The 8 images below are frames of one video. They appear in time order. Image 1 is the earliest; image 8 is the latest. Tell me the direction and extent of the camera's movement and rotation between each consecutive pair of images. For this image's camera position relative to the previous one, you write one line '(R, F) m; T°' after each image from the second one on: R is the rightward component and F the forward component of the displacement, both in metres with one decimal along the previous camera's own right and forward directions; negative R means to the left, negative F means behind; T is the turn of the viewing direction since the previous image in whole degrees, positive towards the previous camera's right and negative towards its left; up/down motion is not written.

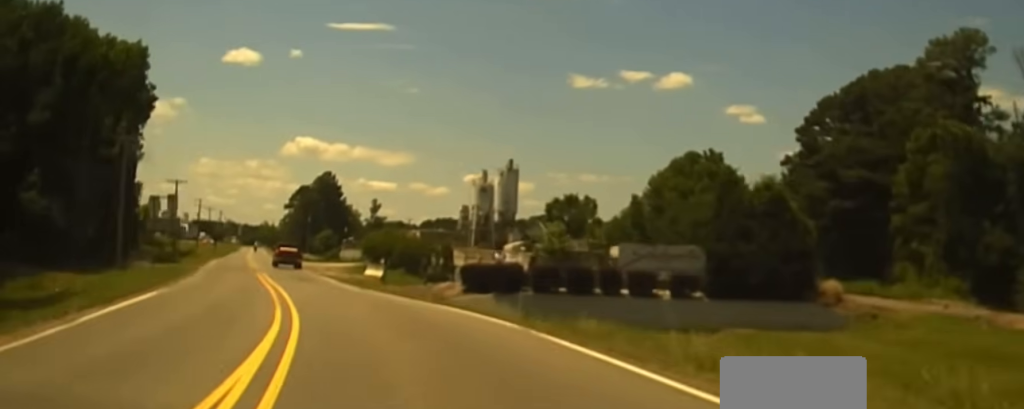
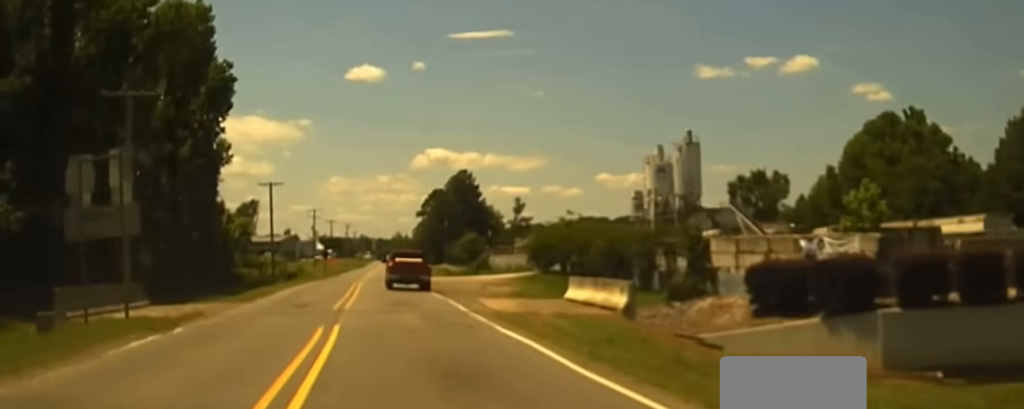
(-2.3, +33.2) m; -8°
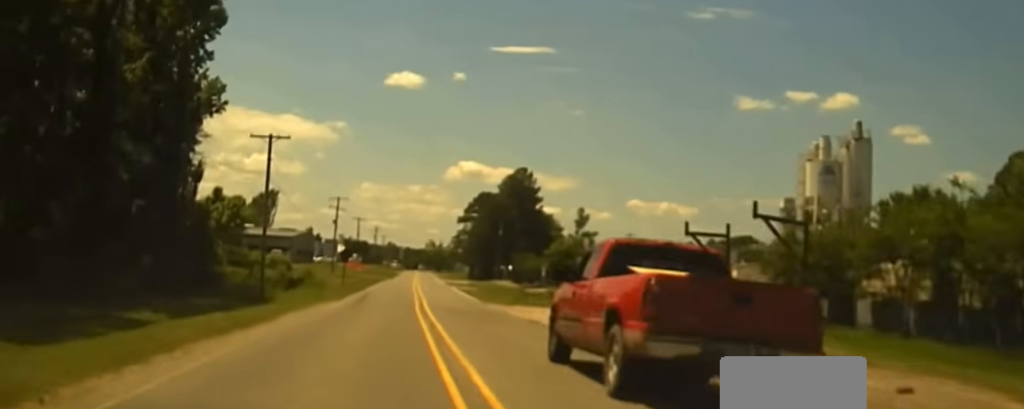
(-2.9, +39.5) m; -3°
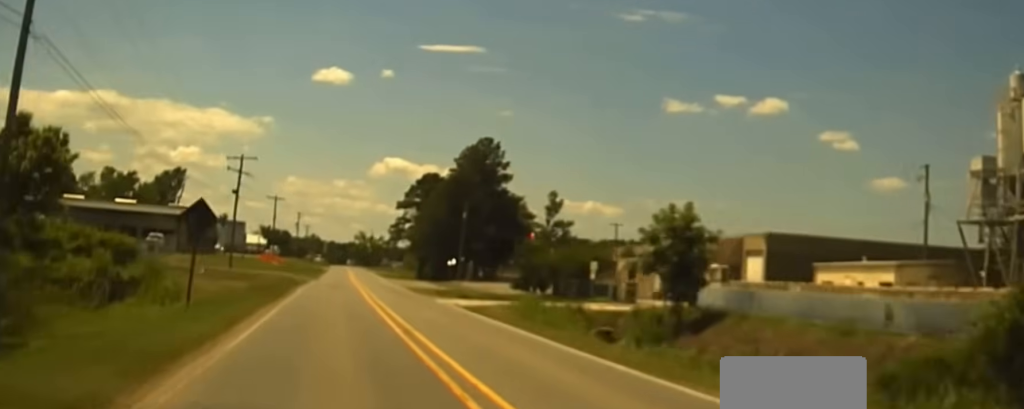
(+1.6, +42.6) m; +5°
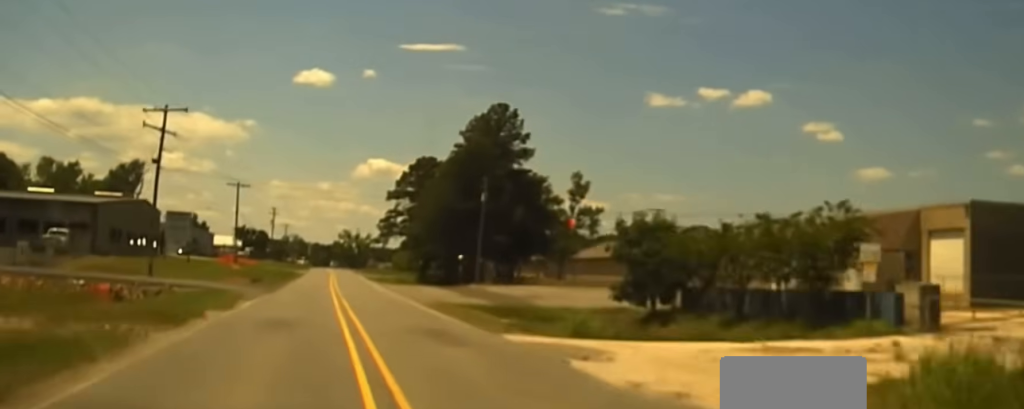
(+1.8, +29.9) m; +2°
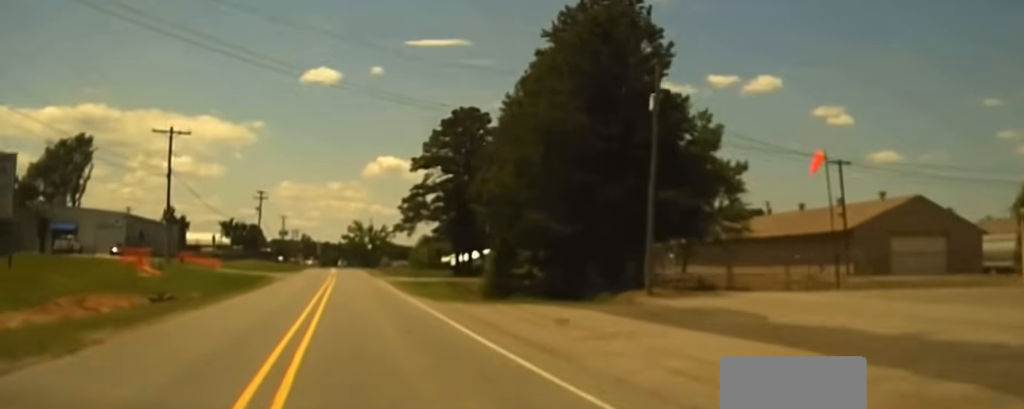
(-0.8, +51.1) m; -1°
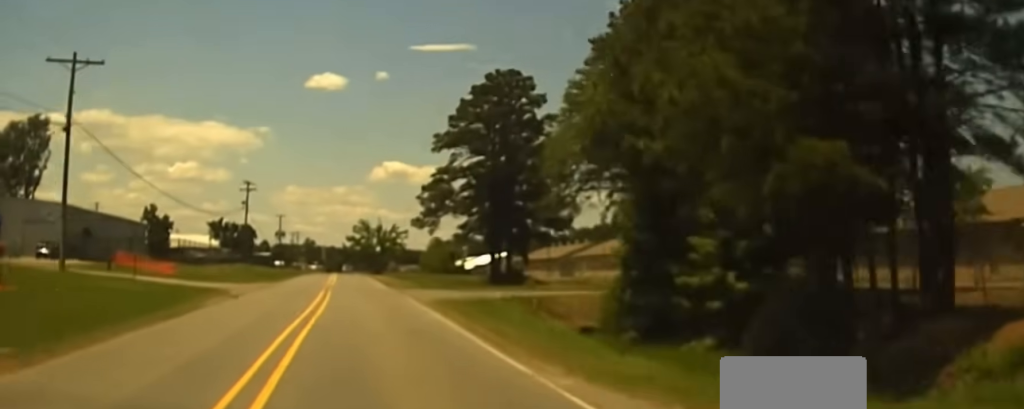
(+0.2, +27.9) m; 0°
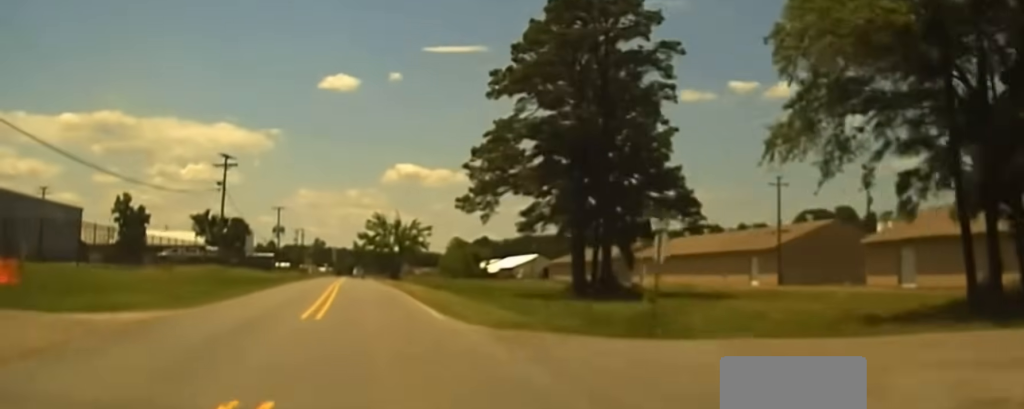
(-0.3, +33.8) m; -1°
